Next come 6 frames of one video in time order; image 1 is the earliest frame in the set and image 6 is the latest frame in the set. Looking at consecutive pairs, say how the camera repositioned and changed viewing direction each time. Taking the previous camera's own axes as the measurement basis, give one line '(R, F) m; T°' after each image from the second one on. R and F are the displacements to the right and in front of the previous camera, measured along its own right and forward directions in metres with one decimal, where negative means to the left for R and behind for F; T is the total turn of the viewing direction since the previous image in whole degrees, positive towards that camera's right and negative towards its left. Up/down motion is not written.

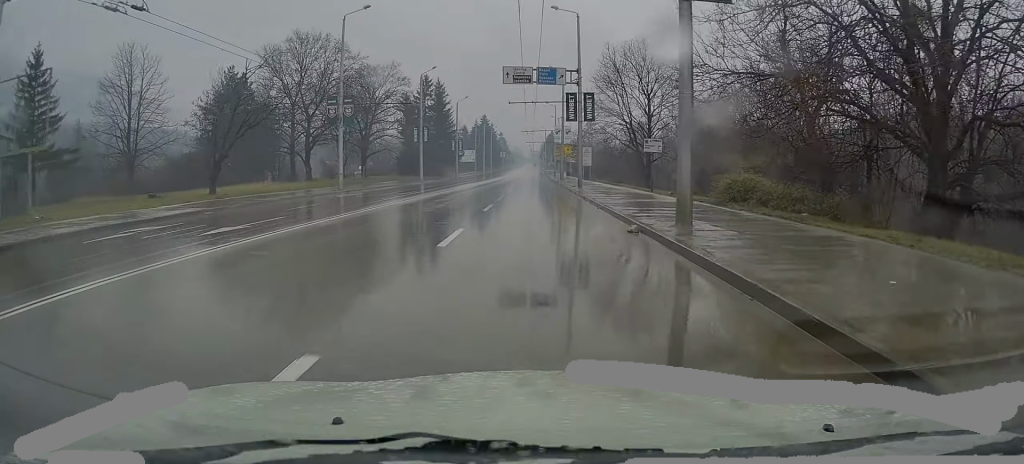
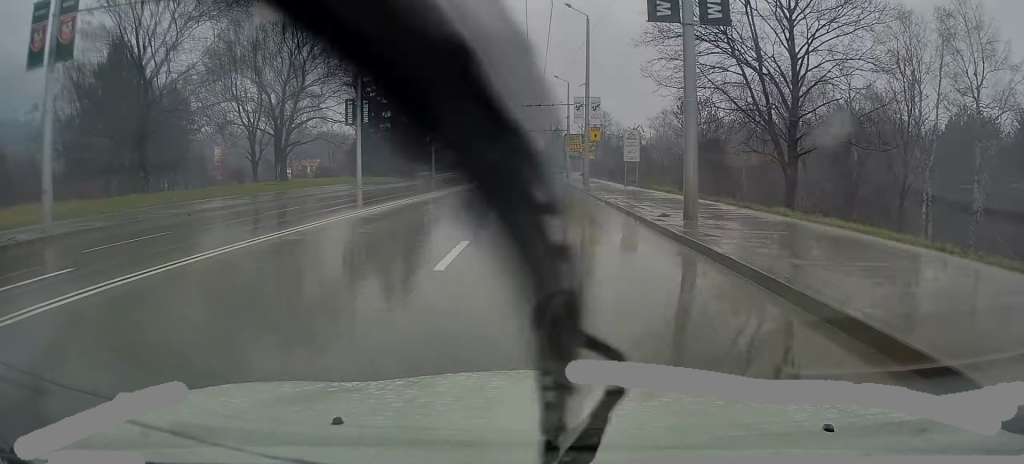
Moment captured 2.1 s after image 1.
(-0.7, +29.7) m; -3°
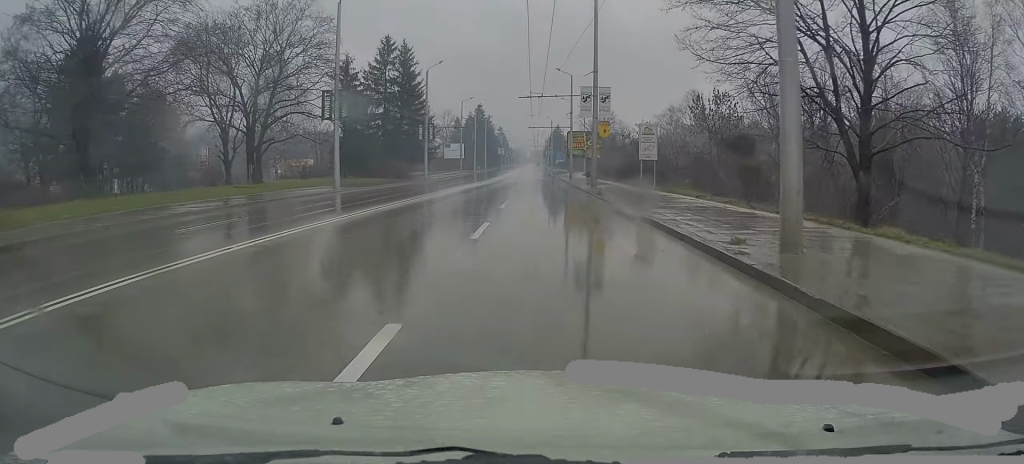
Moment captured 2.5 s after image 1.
(-0.1, +5.7) m; 0°
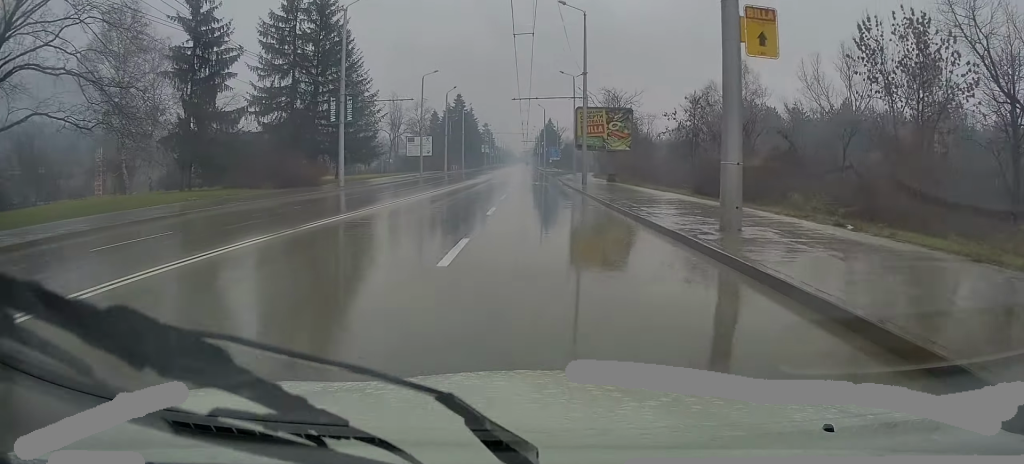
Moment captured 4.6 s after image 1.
(+1.0, +30.3) m; +3°
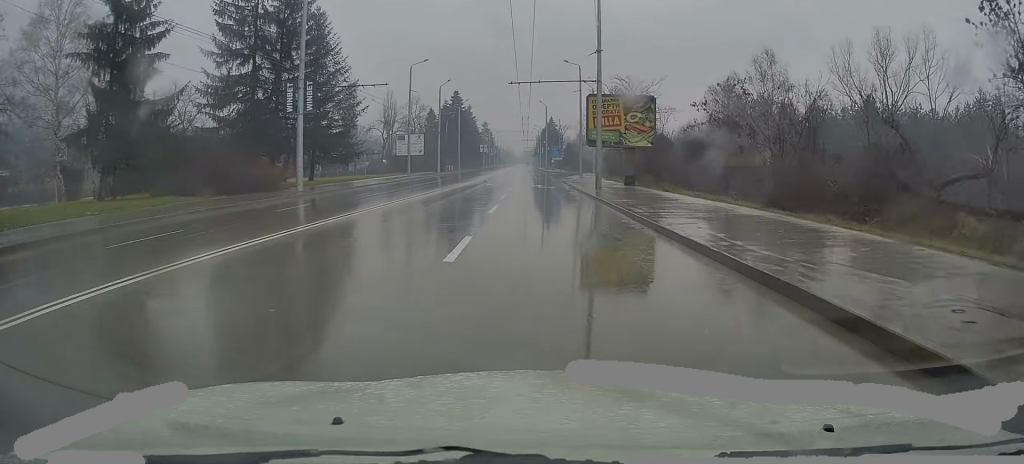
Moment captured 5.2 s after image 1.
(+0.2, +8.6) m; 0°
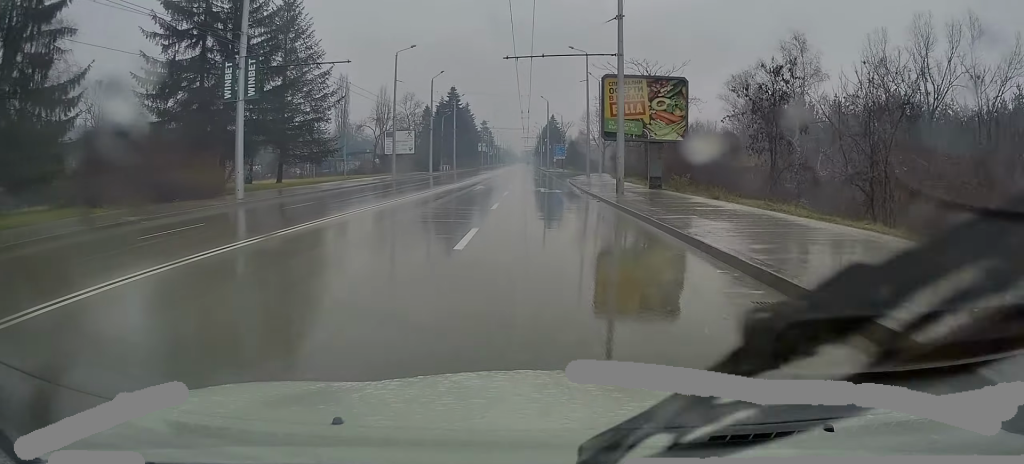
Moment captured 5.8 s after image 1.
(-0.1, +8.1) m; -1°
